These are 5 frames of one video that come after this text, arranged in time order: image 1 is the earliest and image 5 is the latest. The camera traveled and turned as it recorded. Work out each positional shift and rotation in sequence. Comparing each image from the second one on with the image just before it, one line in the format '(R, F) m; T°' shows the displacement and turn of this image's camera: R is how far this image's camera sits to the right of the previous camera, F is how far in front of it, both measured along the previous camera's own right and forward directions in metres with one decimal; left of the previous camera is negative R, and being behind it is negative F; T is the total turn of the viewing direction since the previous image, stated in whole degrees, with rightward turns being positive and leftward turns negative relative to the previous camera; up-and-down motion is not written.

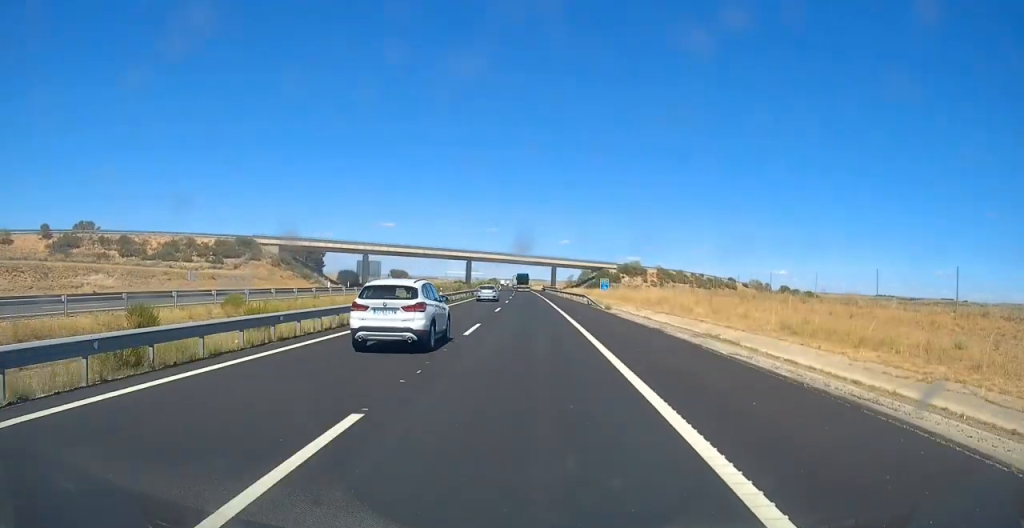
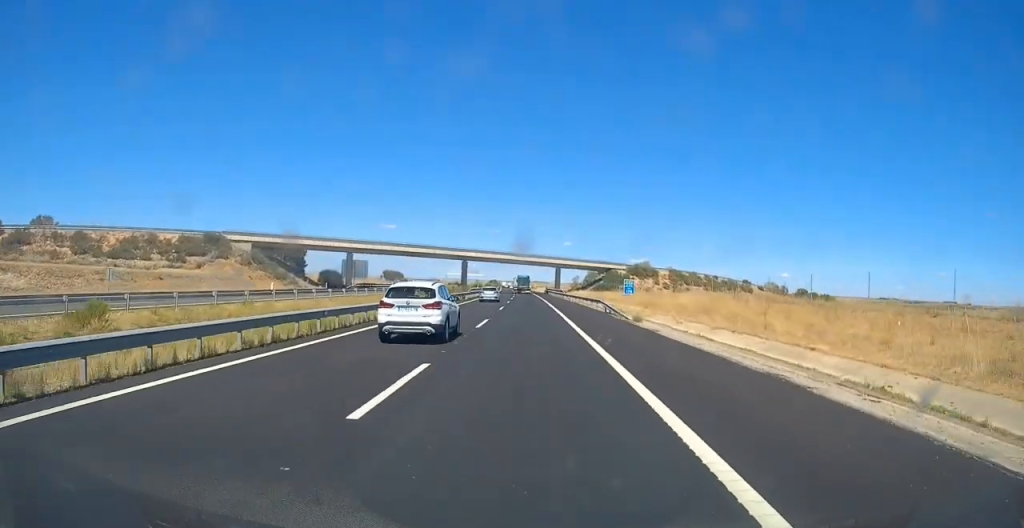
(+0.1, +12.0) m; 0°
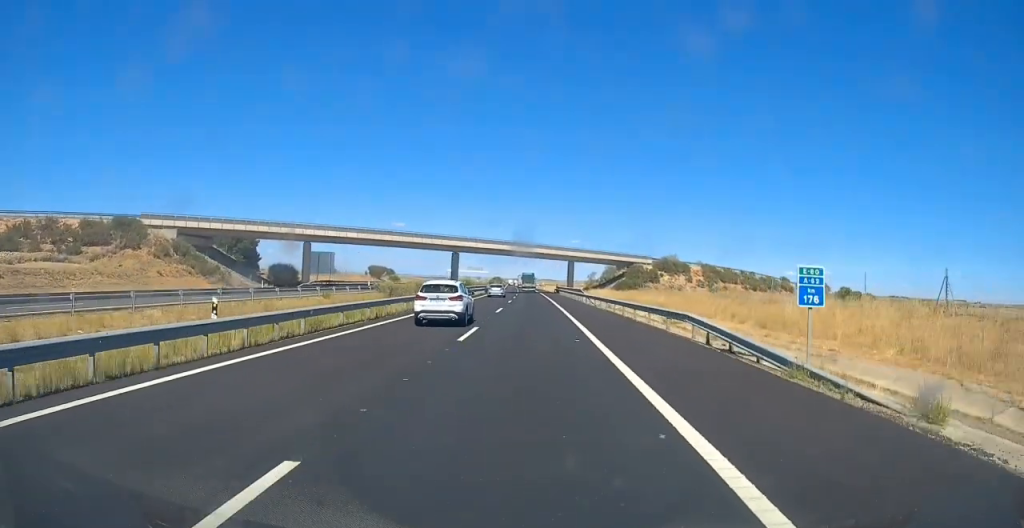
(-0.2, +24.2) m; 0°
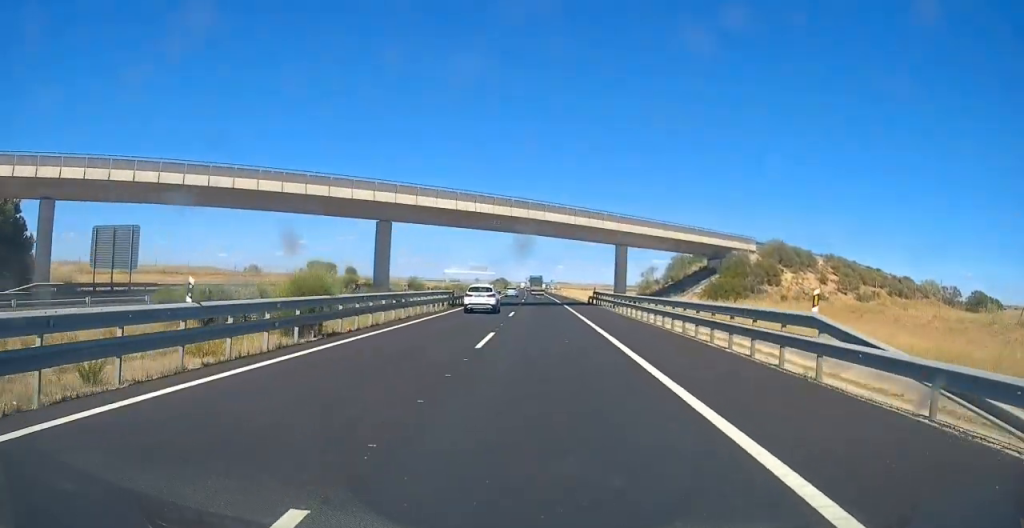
(-0.4, +53.0) m; -1°
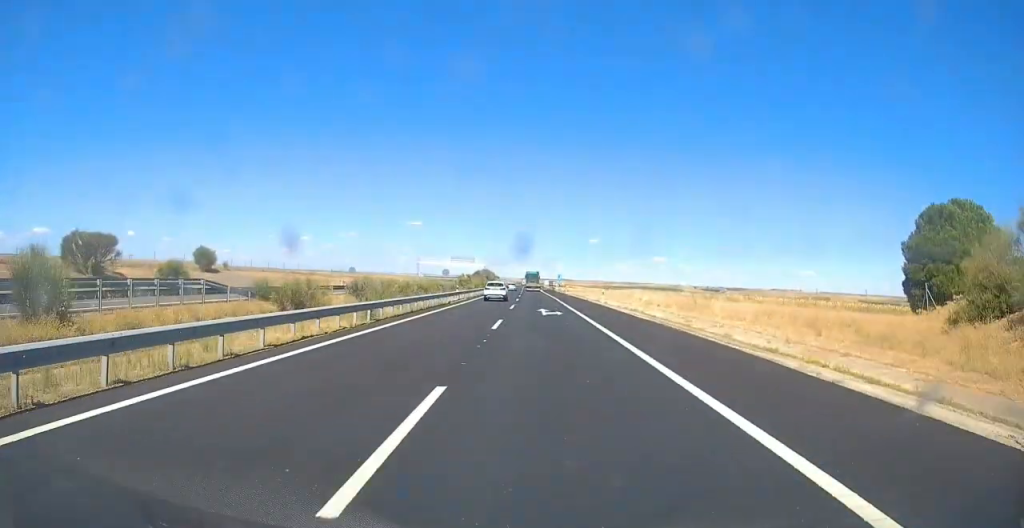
(-0.5, +62.7) m; -1°
